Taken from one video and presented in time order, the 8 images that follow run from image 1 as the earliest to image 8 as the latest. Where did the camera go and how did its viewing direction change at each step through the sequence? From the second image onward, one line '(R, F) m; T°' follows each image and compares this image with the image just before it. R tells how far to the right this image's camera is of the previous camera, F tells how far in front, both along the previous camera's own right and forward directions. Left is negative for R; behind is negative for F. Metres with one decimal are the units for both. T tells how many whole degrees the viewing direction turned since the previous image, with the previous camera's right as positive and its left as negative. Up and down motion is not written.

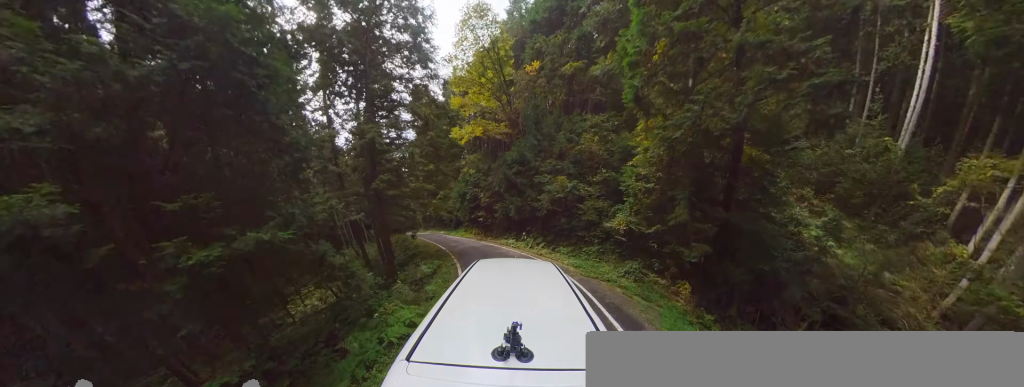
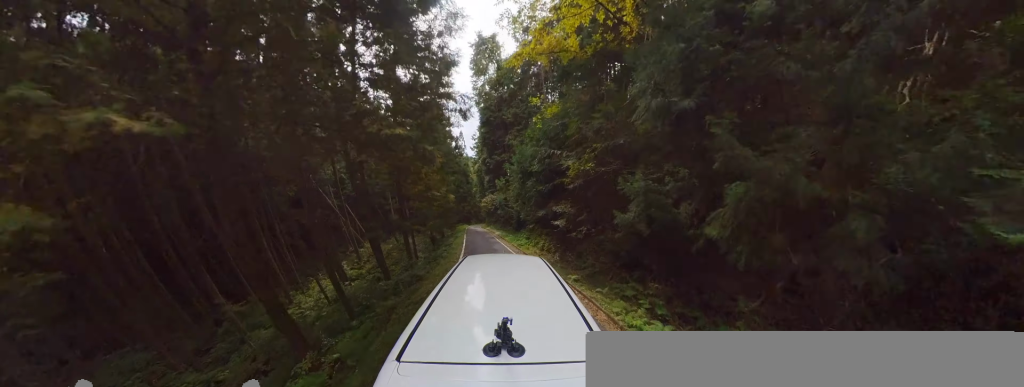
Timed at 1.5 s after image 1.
(-3.3, +10.5) m; -22°
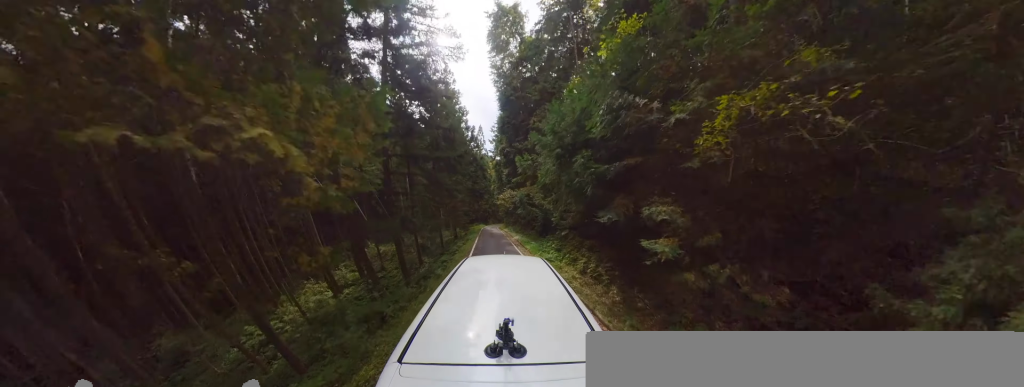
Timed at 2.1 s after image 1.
(+0.3, +4.6) m; +3°
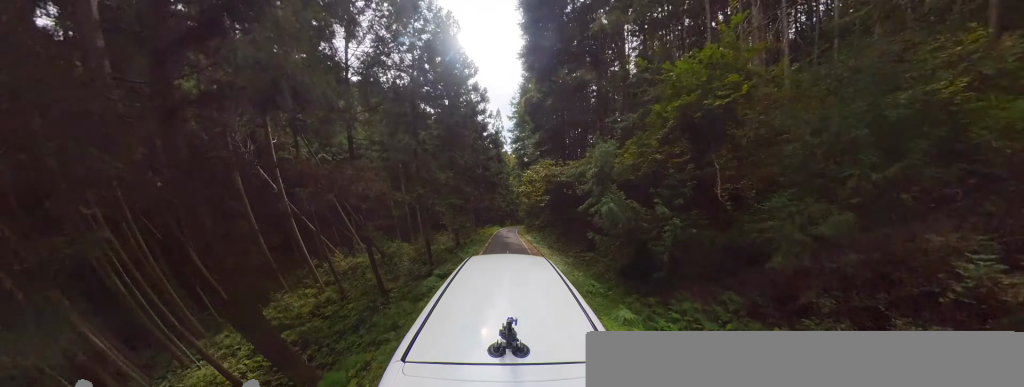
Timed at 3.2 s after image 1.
(+0.9, +10.5) m; +5°
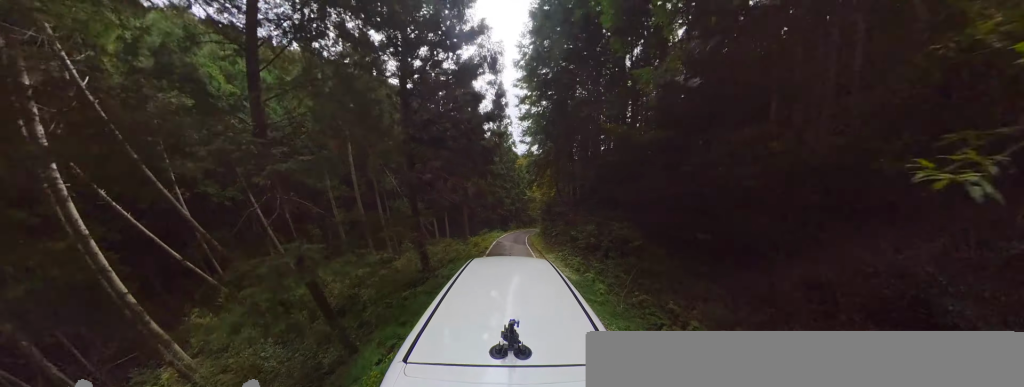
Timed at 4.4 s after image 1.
(0.0, +11.7) m; +1°
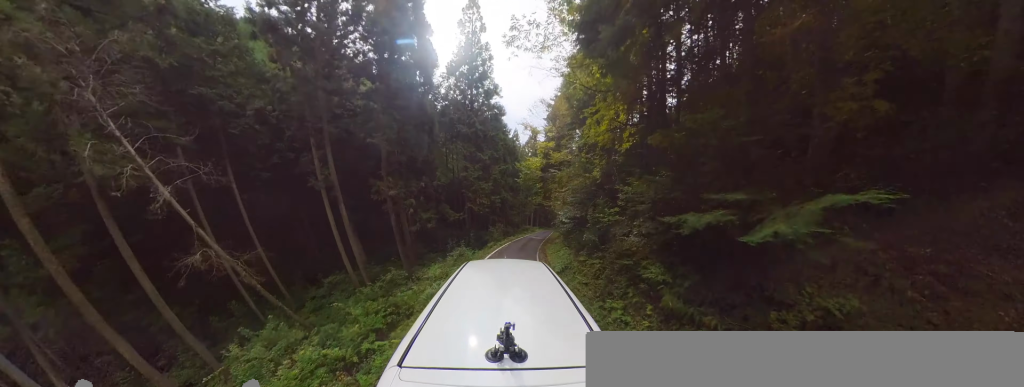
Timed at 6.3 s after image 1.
(+1.6, +16.1) m; +12°
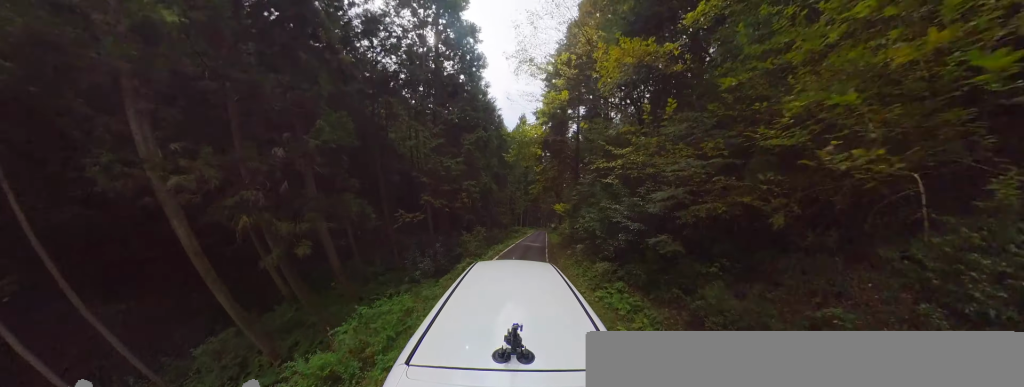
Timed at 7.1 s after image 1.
(+0.3, +7.6) m; +8°
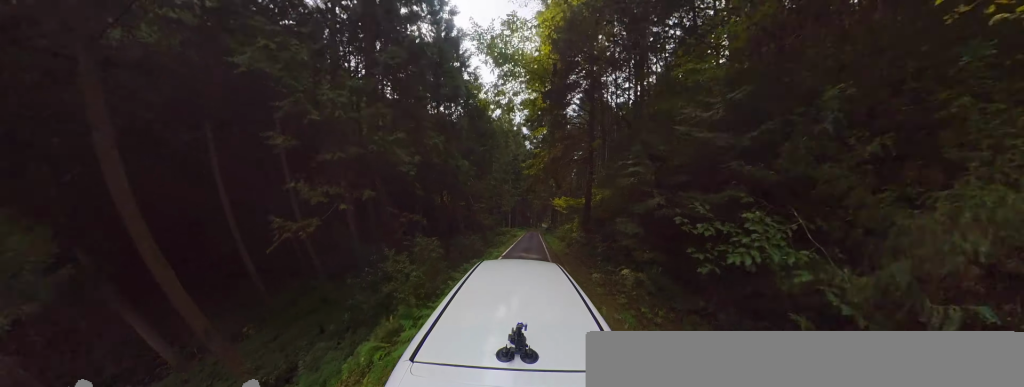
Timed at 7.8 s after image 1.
(+0.1, +5.9) m; +5°
